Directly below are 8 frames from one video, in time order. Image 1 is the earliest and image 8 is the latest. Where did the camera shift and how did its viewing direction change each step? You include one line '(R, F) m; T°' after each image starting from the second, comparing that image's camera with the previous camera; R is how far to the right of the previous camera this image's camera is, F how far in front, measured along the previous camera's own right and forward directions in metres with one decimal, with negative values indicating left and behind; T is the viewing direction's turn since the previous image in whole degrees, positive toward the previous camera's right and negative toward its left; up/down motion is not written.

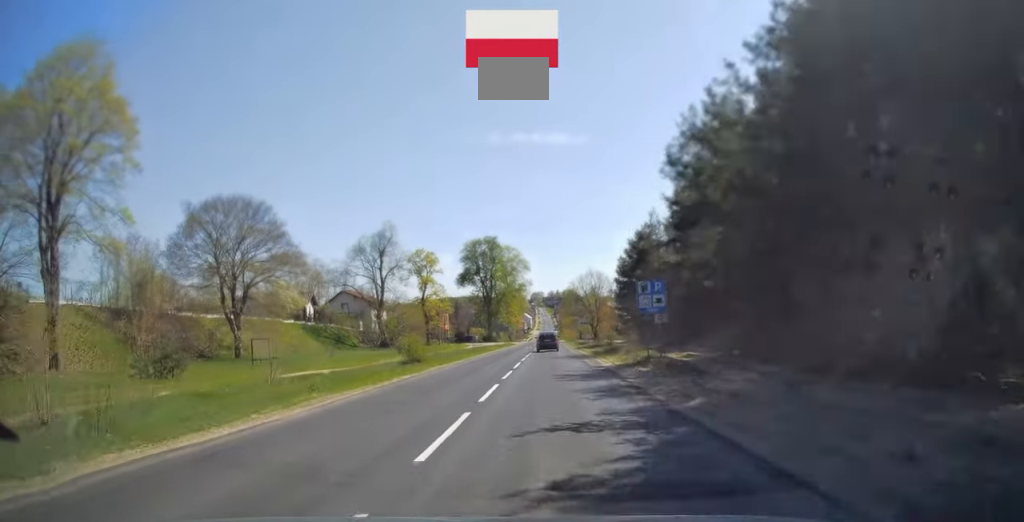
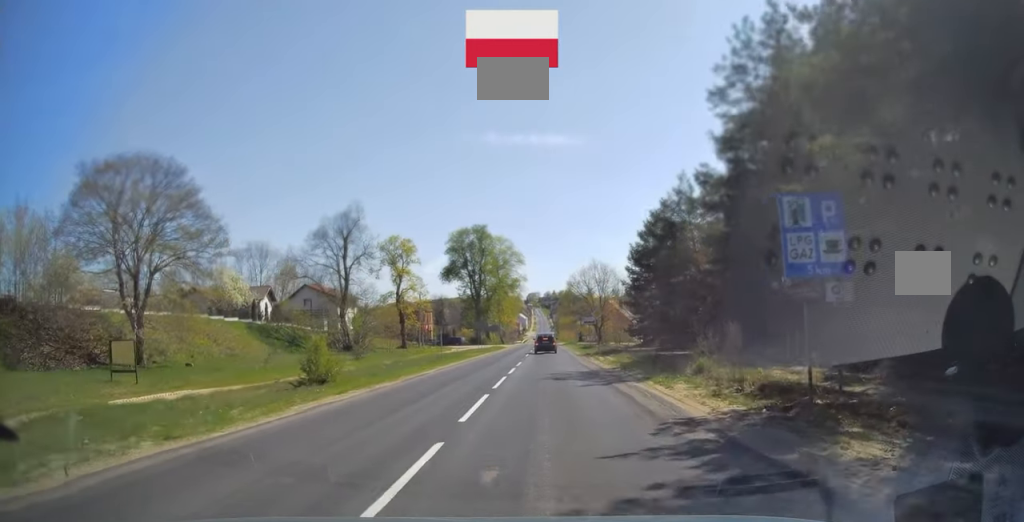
(0.0, +14.2) m; 0°
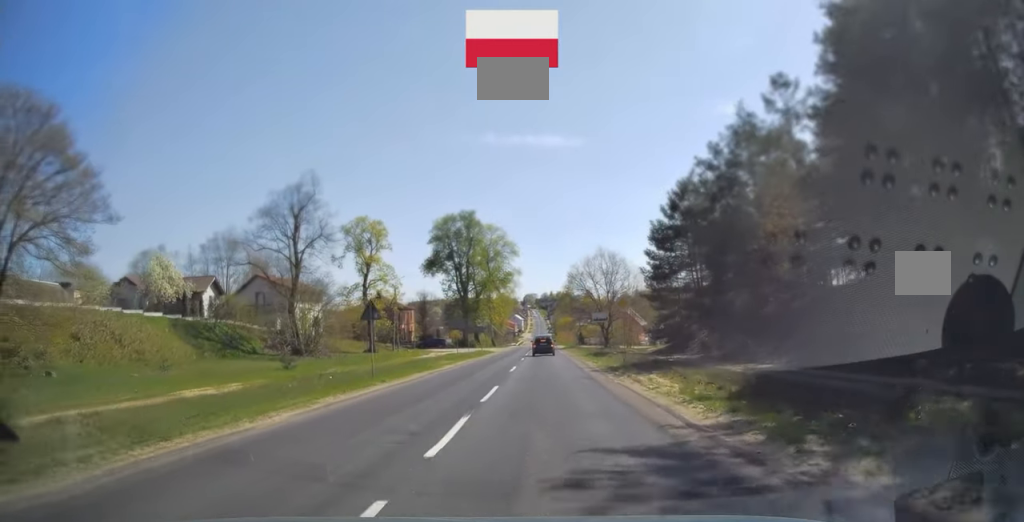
(0.0, +14.0) m; 0°
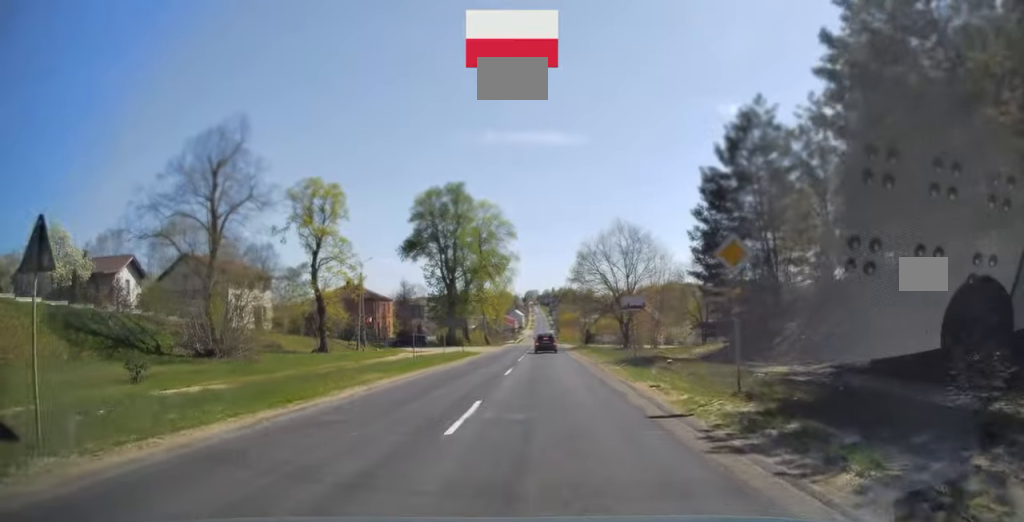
(+0.1, +15.7) m; 0°
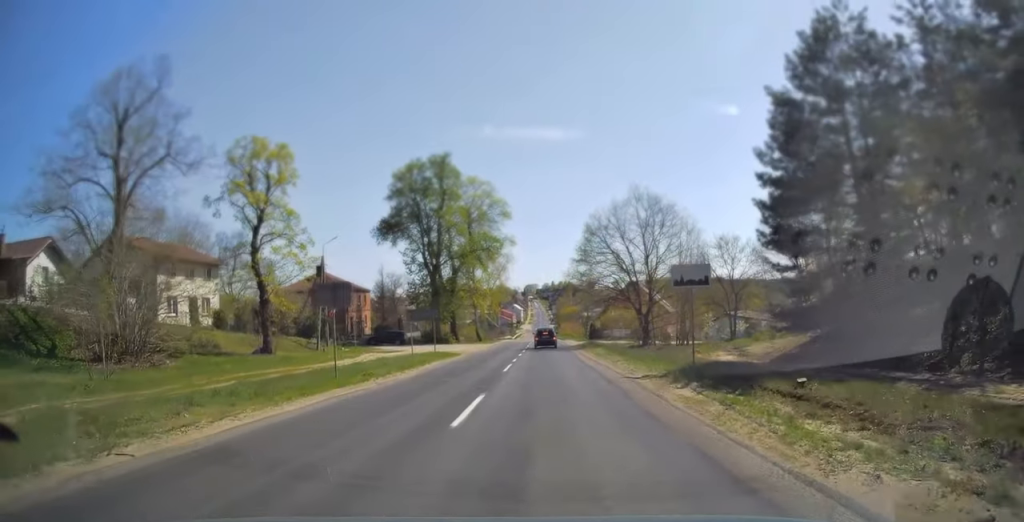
(0.0, +11.1) m; 0°
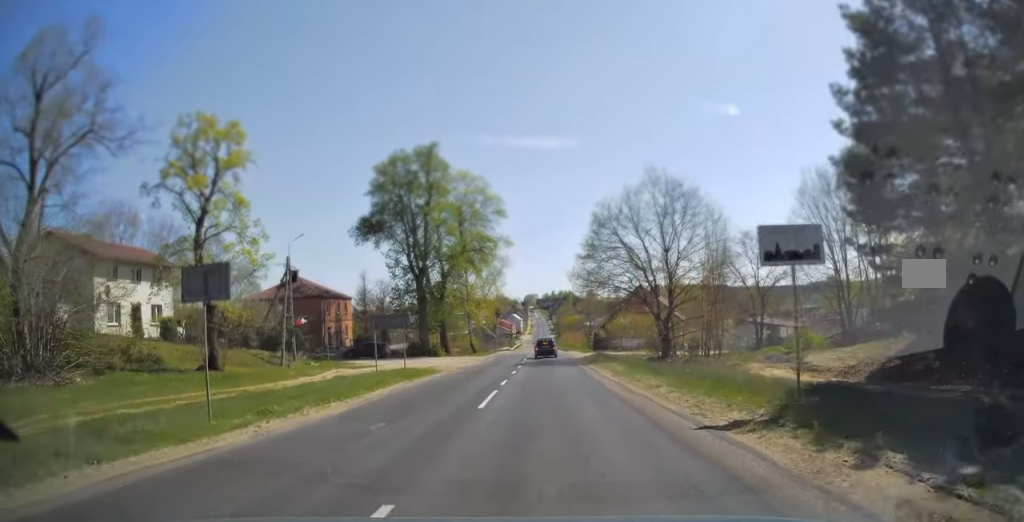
(0.0, +7.5) m; 0°
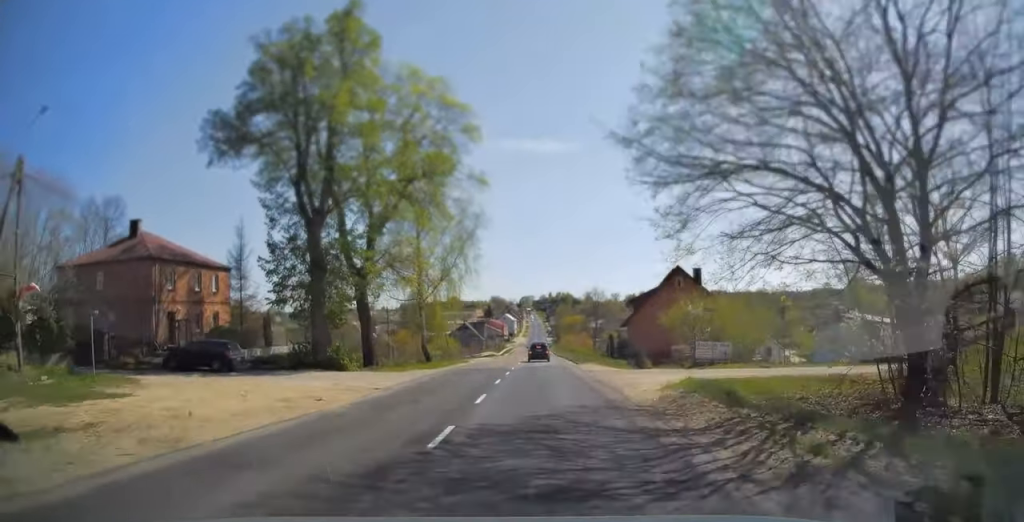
(+0.1, +27.6) m; 0°
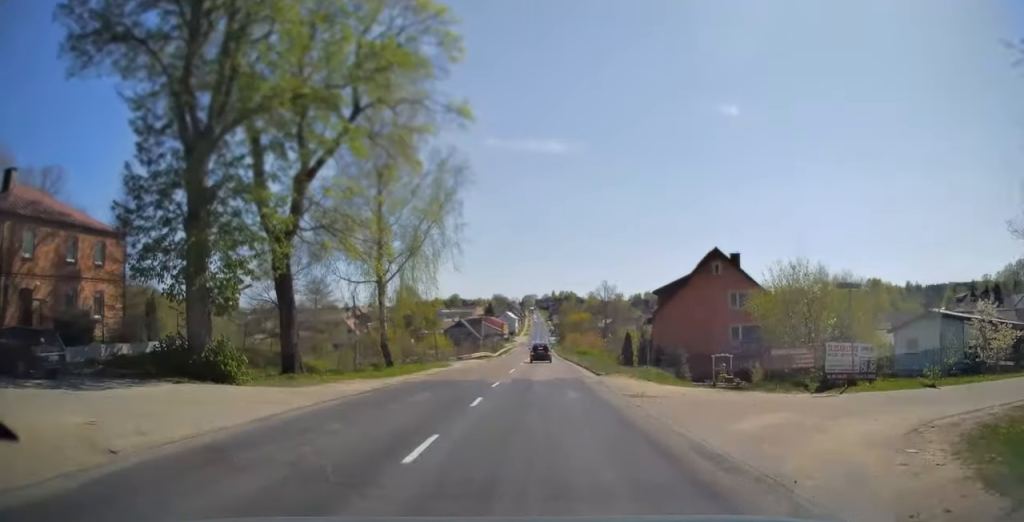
(0.0, +13.0) m; 0°
